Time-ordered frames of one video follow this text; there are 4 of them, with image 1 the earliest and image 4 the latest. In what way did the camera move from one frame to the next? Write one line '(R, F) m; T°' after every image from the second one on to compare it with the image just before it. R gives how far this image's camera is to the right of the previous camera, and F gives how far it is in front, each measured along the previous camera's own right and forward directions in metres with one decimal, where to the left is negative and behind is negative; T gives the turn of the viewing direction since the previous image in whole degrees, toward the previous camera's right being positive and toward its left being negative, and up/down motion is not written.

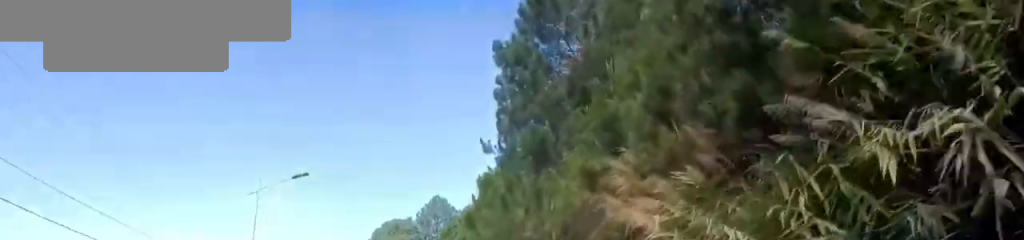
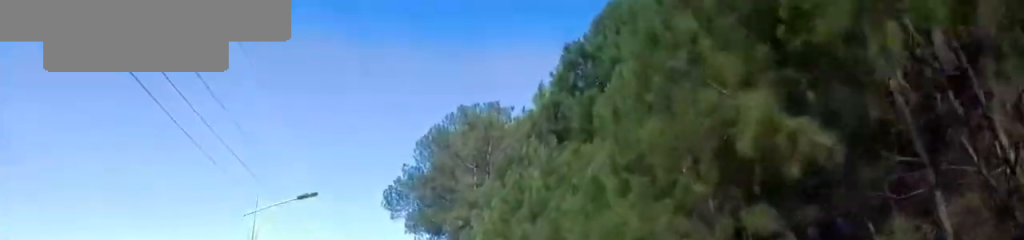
(-0.5, +42.9) m; -6°
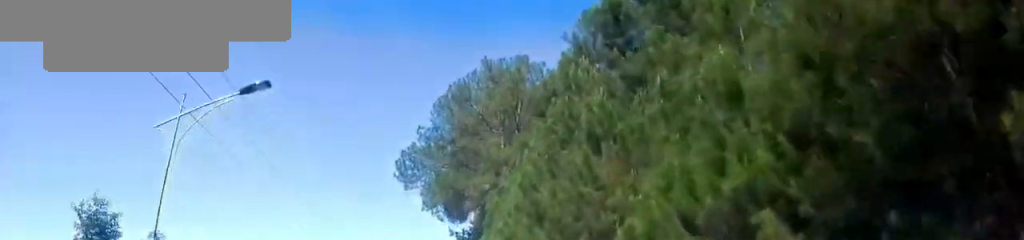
(-0.2, +6.7) m; -3°
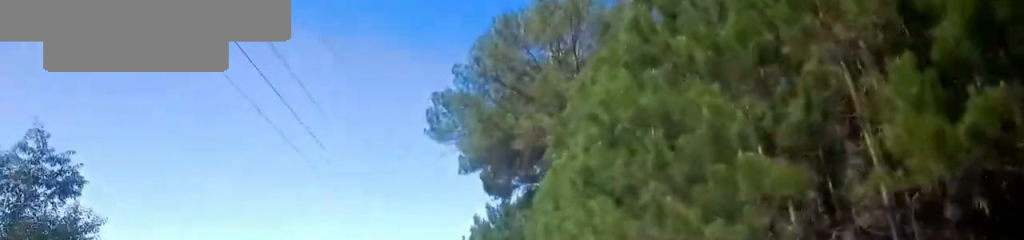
(-0.4, +7.9) m; -4°
